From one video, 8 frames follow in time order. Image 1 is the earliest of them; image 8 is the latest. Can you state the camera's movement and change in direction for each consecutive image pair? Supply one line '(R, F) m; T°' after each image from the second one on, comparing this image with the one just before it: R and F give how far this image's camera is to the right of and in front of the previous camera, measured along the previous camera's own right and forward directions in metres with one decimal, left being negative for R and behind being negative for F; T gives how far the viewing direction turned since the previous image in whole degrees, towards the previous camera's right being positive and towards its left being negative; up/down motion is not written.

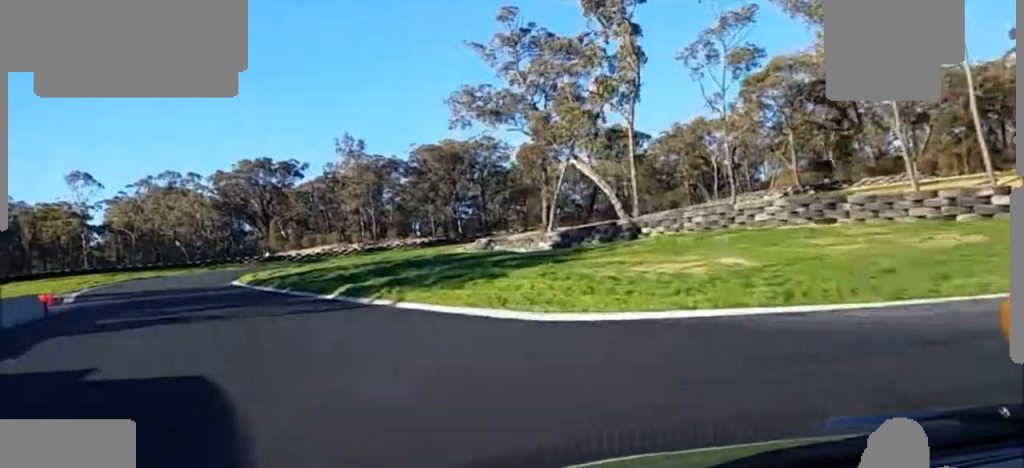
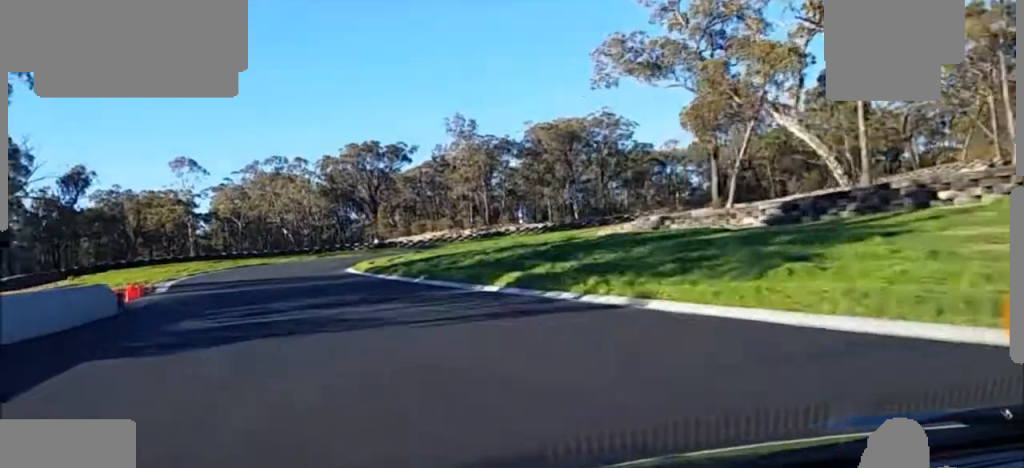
(-1.2, +11.2) m; -5°
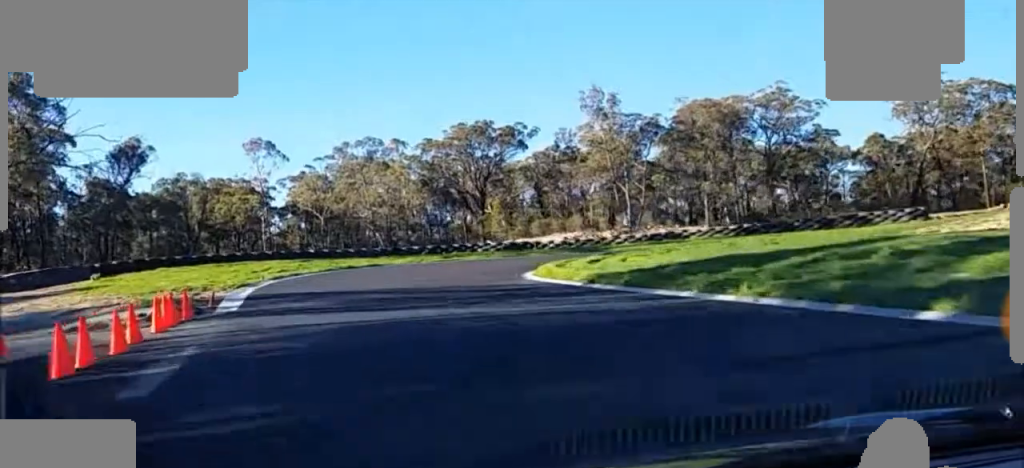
(-1.7, +22.1) m; -4°
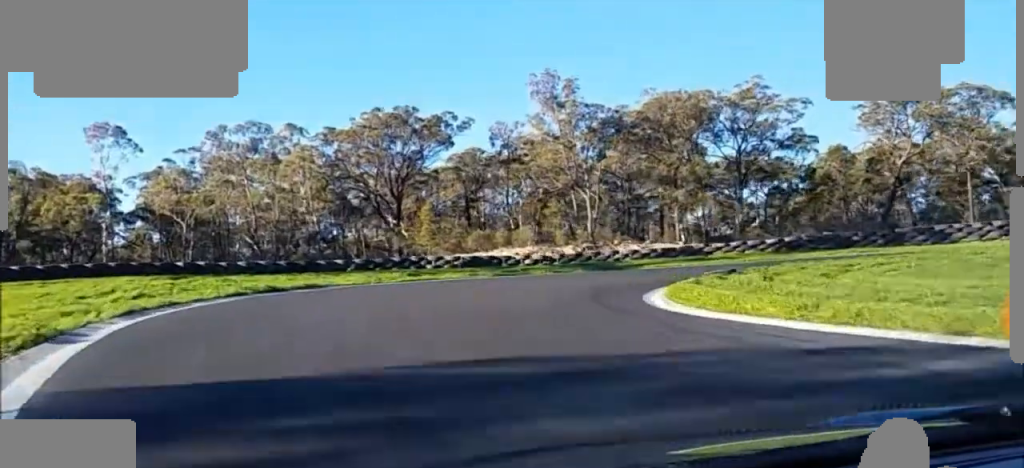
(0.0, +22.3) m; +4°
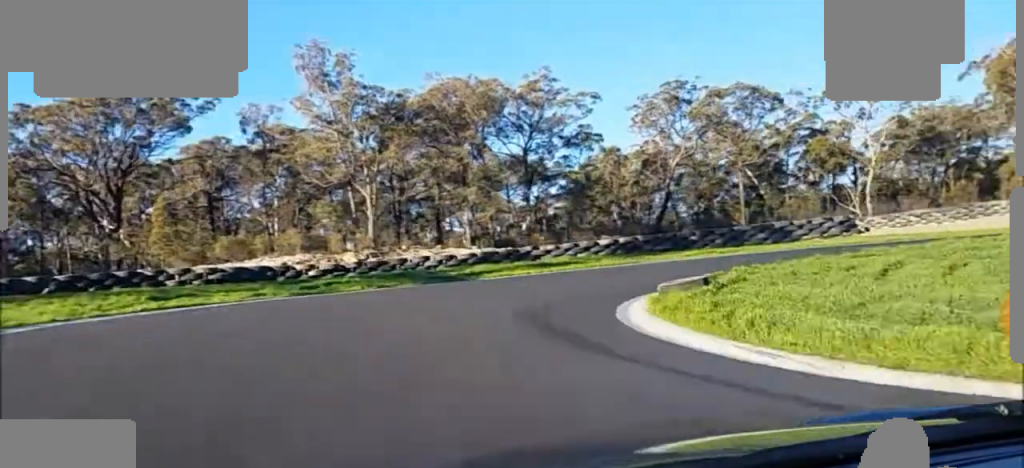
(+0.1, +13.0) m; +11°
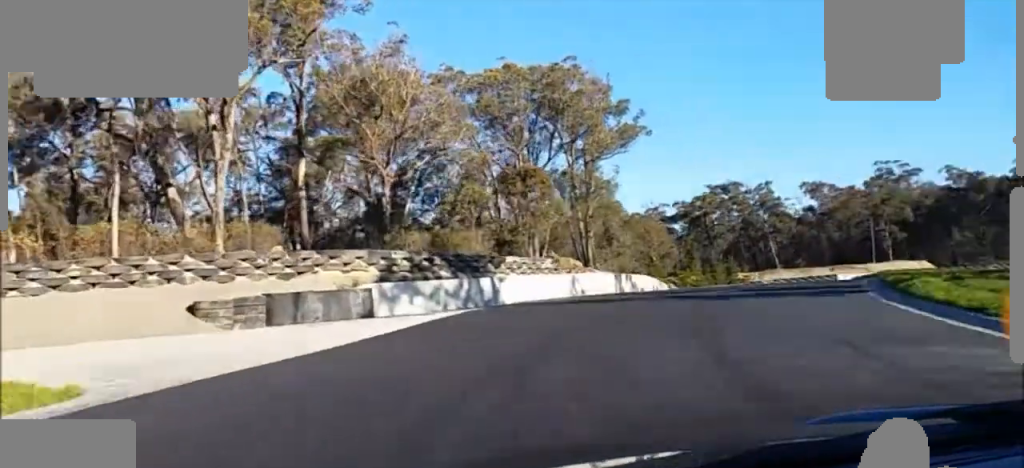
(+30.3, +16.4) m; +105°
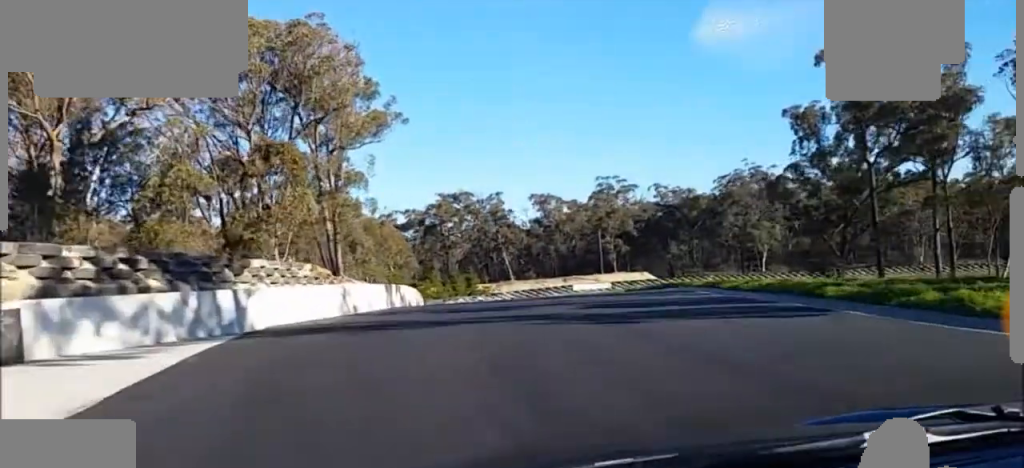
(+2.2, +11.1) m; +17°
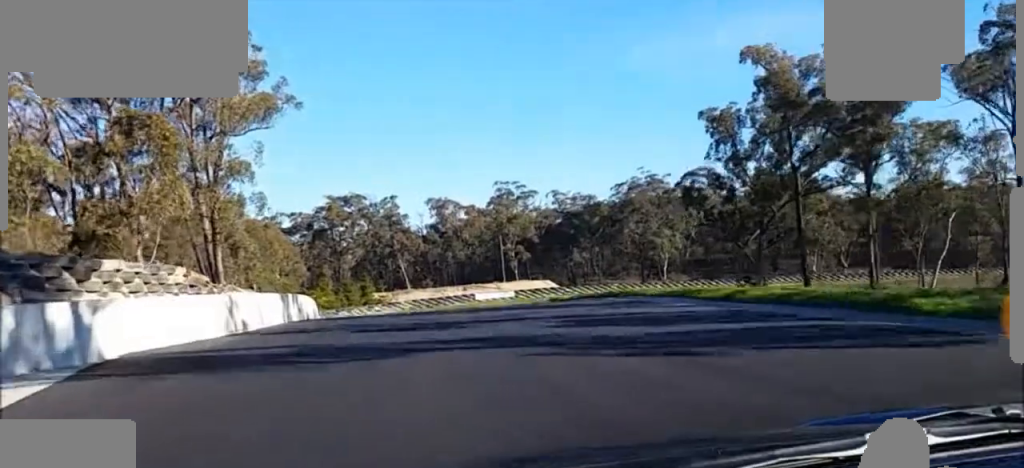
(+0.5, +7.3) m; +11°
